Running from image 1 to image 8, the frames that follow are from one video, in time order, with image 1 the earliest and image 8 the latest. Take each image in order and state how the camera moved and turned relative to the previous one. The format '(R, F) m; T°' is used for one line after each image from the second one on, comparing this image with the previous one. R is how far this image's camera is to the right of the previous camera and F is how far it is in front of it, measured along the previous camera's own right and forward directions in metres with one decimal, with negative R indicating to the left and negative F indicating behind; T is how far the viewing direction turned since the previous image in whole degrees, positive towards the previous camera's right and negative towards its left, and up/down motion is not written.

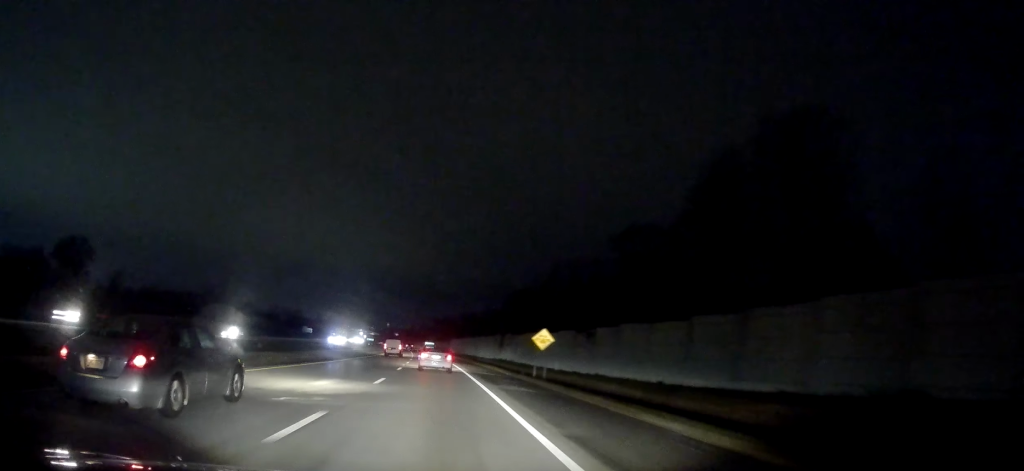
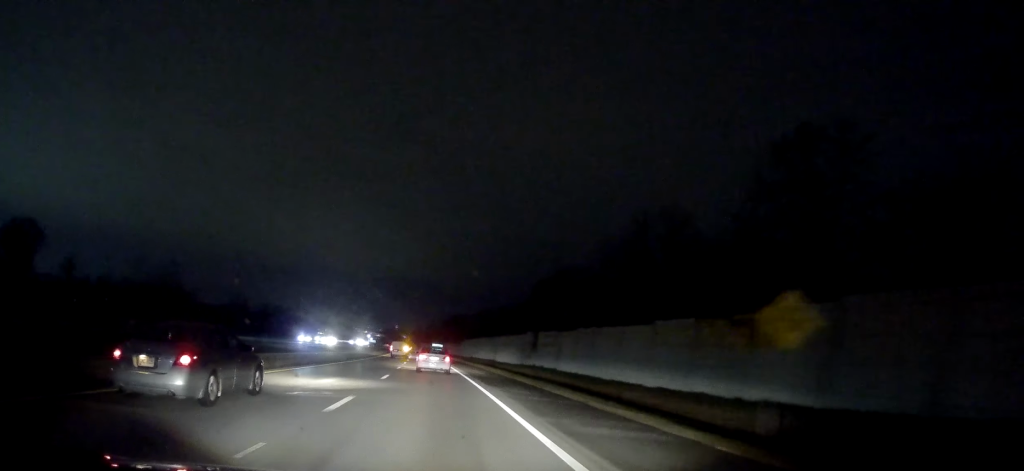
(+0.1, +32.3) m; 0°
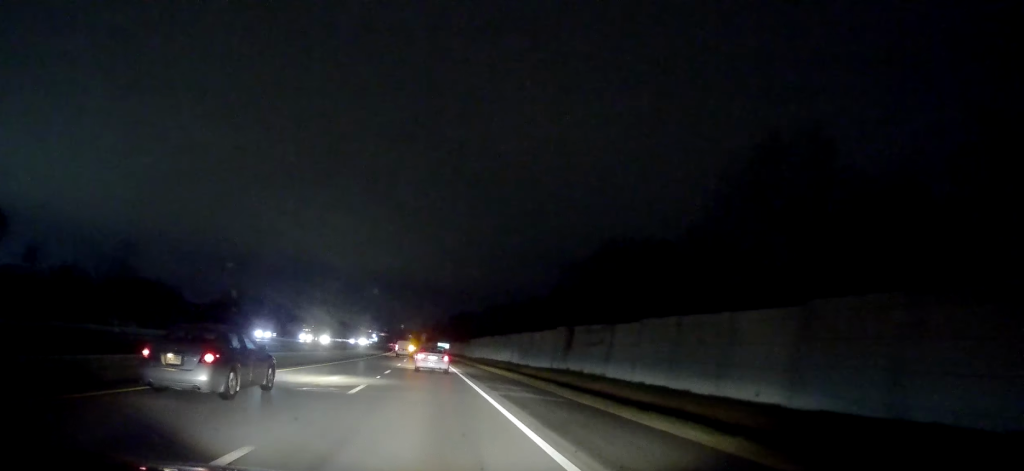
(+0.1, +19.8) m; 0°
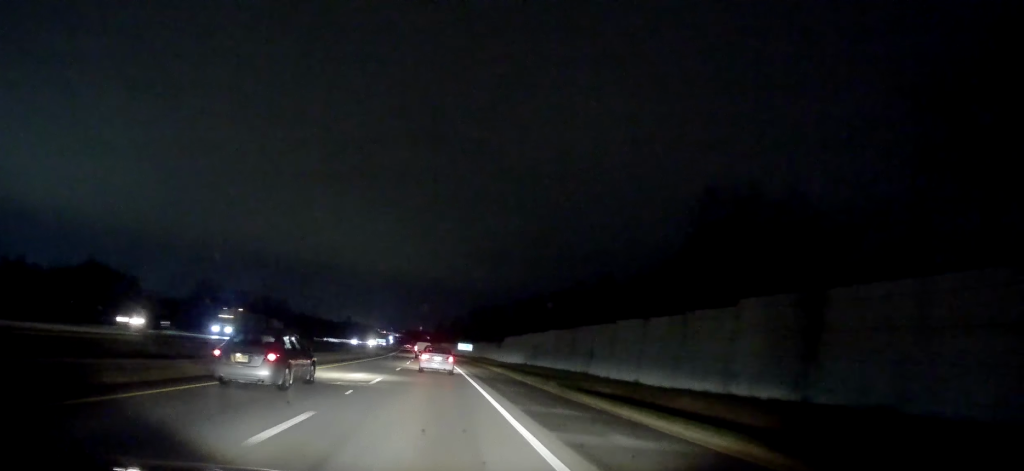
(-1.2, +45.2) m; -3°
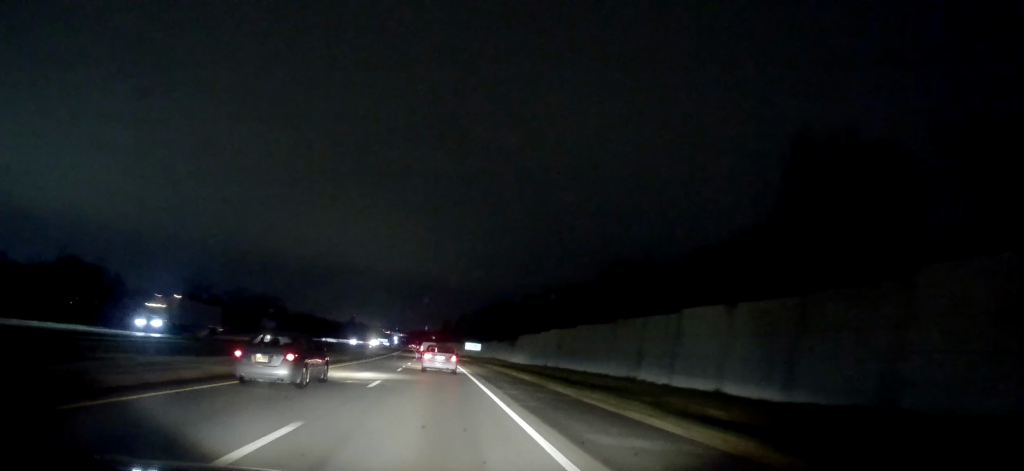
(-0.1, +13.8) m; -1°
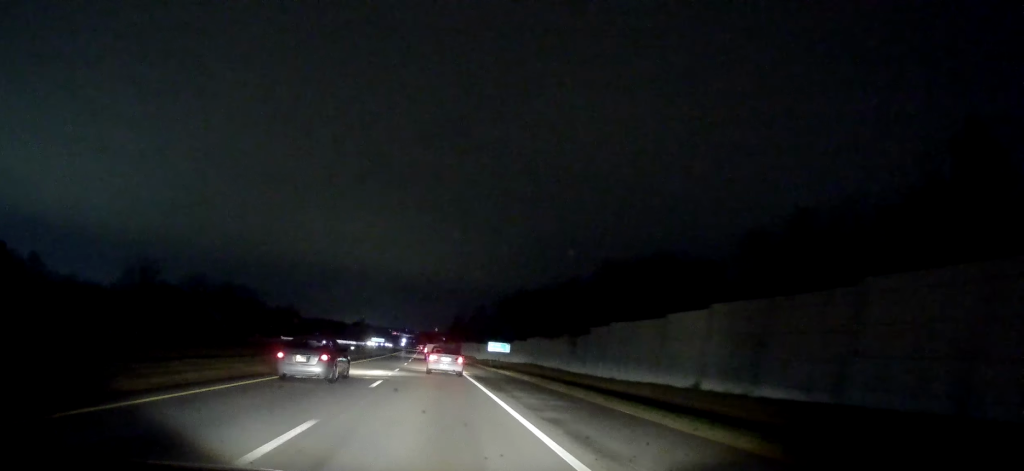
(-0.6, +47.8) m; -2°
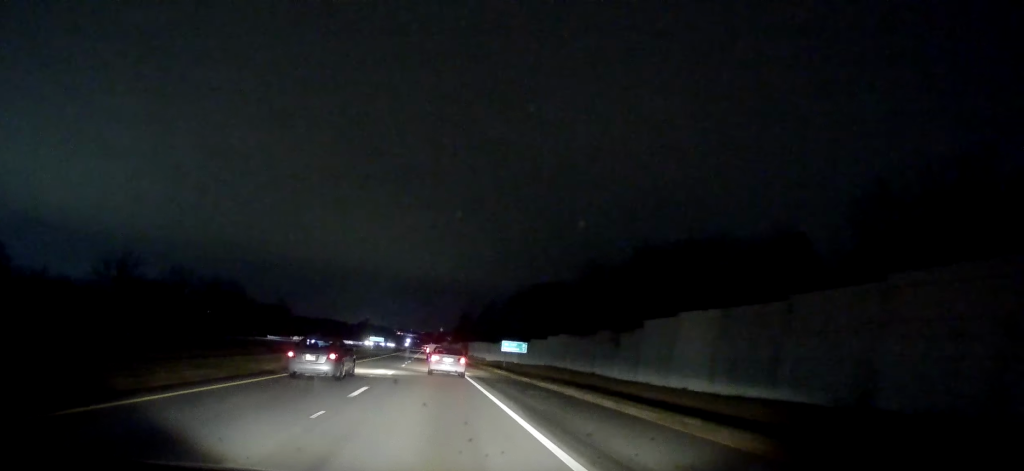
(0.0, +16.0) m; -1°
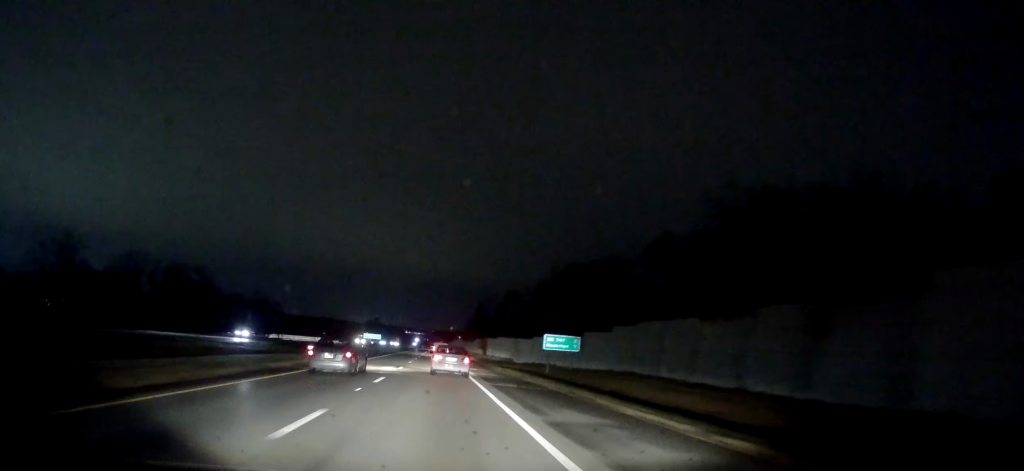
(-0.5, +30.8) m; 0°
